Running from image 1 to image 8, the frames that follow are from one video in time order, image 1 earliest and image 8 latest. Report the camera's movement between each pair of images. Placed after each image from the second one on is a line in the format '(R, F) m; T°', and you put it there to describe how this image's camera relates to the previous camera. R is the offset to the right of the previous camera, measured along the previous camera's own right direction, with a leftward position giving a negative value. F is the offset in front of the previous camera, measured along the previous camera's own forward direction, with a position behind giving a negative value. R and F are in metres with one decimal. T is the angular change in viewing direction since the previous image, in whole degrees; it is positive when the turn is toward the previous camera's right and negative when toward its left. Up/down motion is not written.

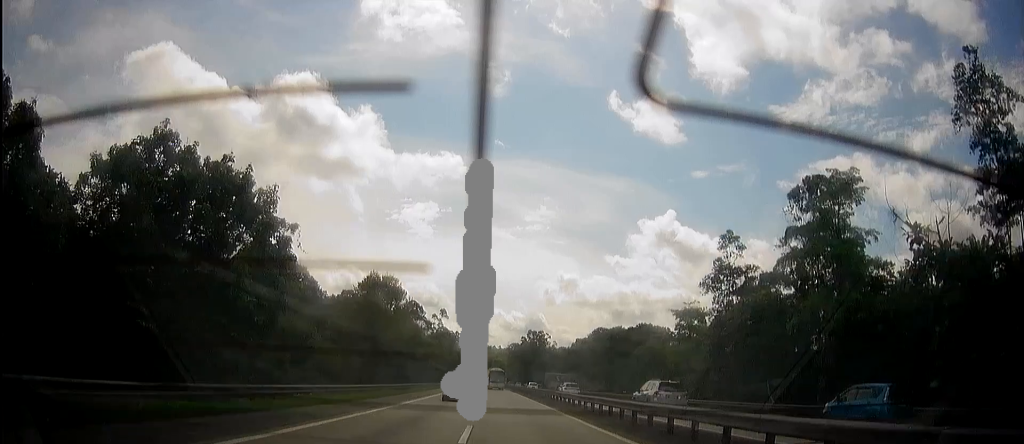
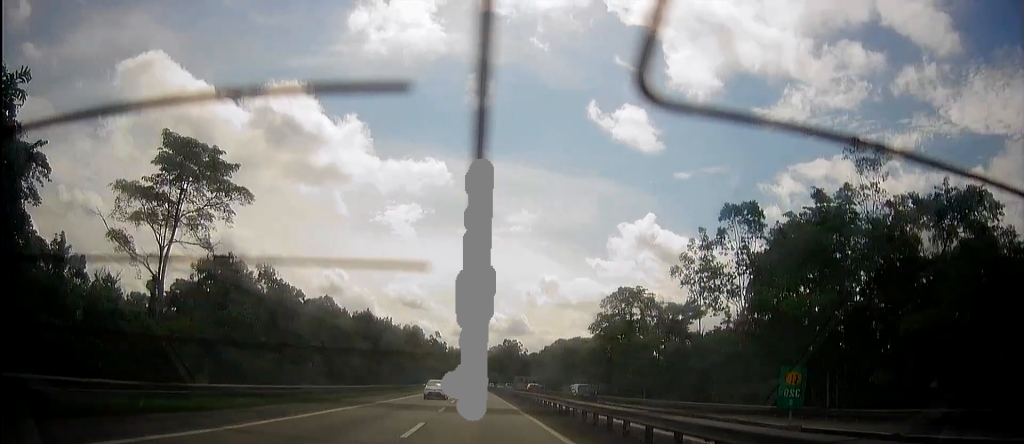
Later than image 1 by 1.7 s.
(-0.2, +49.2) m; -1°
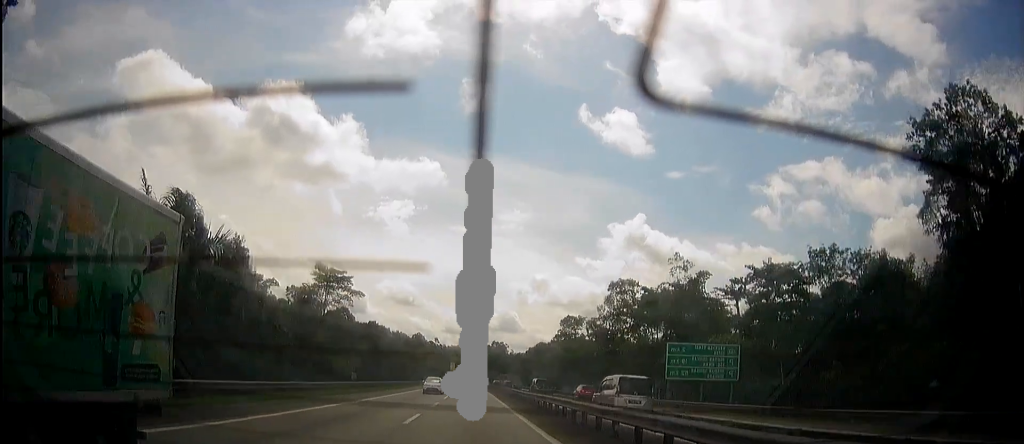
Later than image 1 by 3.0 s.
(-0.5, +39.7) m; -1°
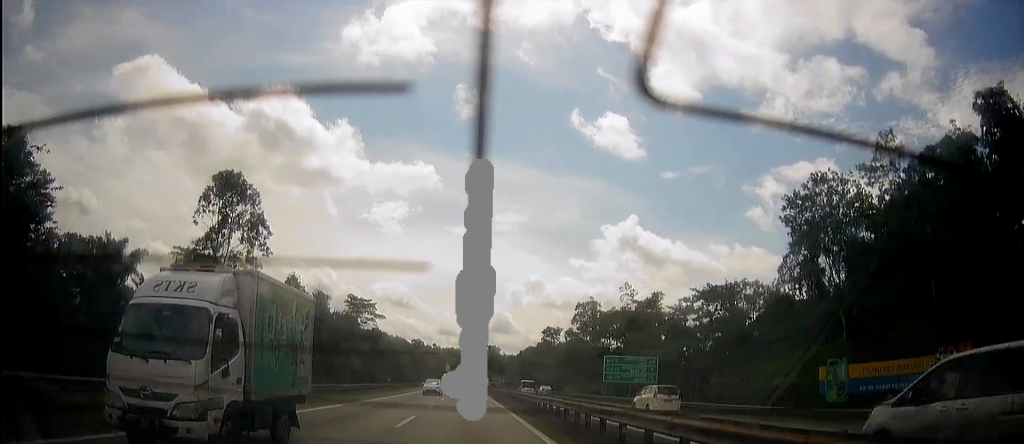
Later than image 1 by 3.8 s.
(-0.1, +23.0) m; 0°
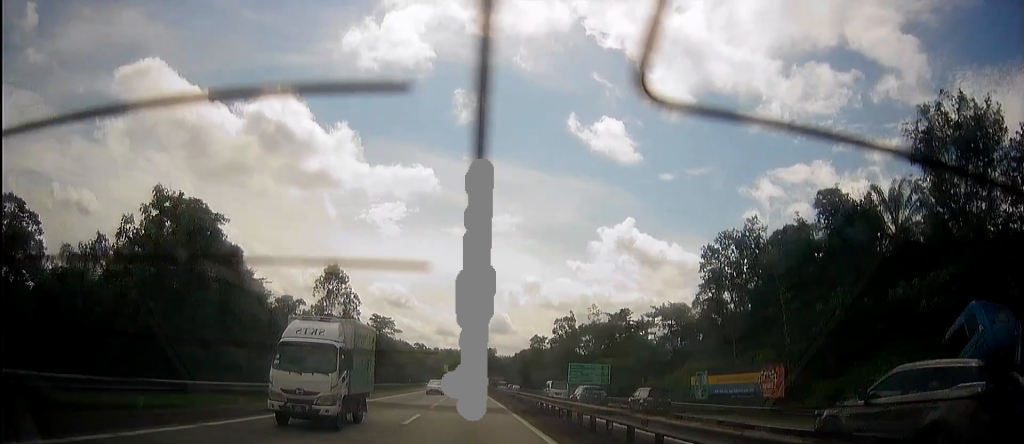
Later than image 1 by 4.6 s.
(-0.1, +25.6) m; 0°
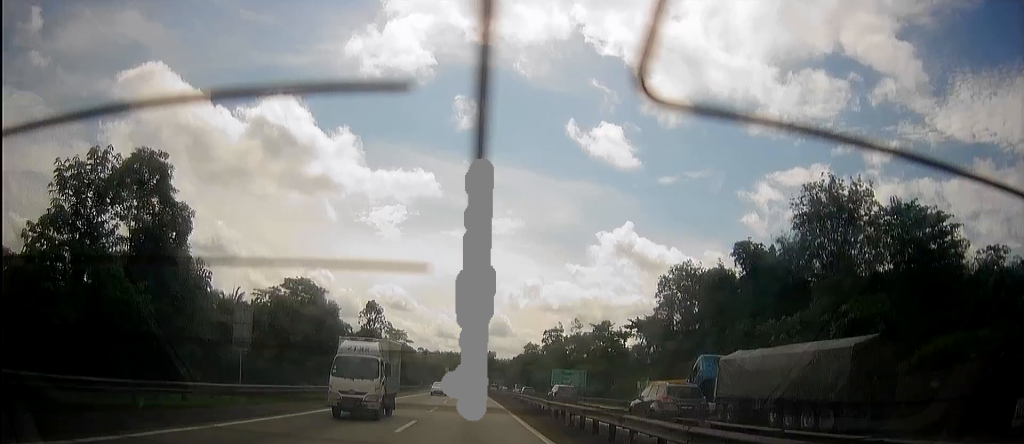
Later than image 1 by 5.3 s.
(0.0, +22.2) m; 0°
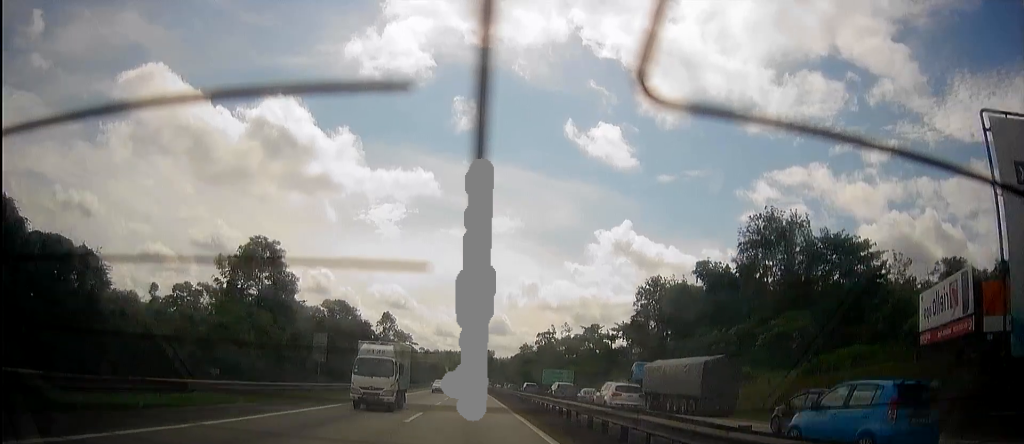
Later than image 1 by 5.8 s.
(0.0, +14.7) m; 0°
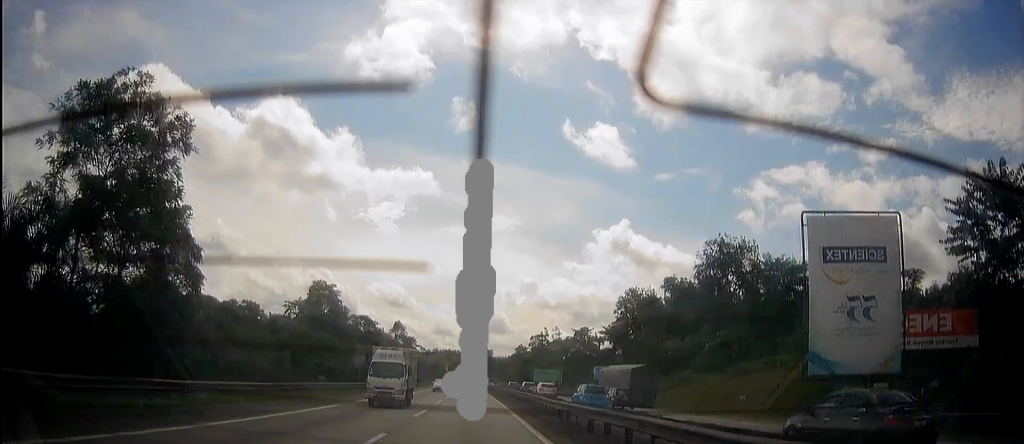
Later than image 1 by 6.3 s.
(0.0, +15.8) m; 0°
